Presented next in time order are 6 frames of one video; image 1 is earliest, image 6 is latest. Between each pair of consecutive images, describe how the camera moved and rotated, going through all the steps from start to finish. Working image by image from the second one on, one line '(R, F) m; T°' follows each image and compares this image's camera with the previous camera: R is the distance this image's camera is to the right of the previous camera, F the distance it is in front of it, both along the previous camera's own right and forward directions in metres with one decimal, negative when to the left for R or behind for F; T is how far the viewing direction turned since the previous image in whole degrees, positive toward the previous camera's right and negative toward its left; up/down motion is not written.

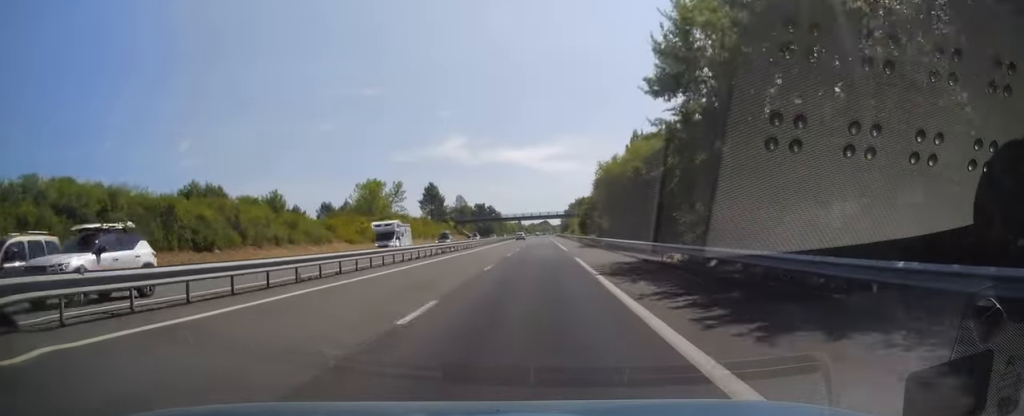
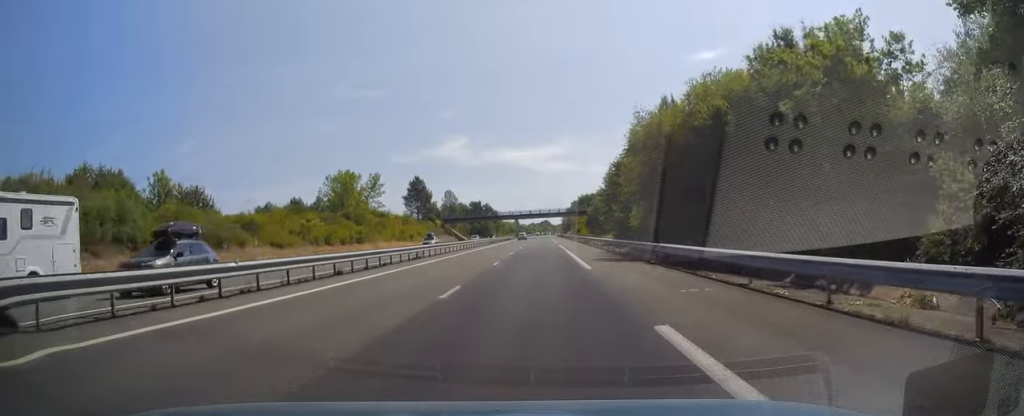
(-0.1, +22.6) m; 0°
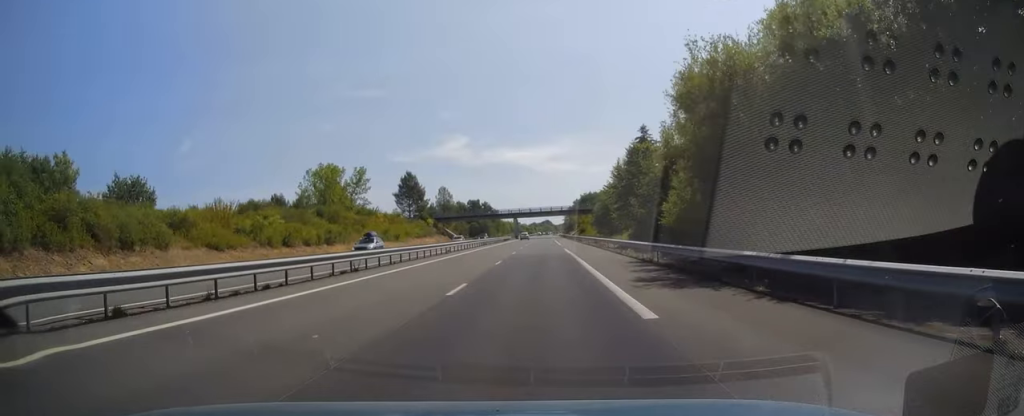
(0.0, +12.3) m; 0°
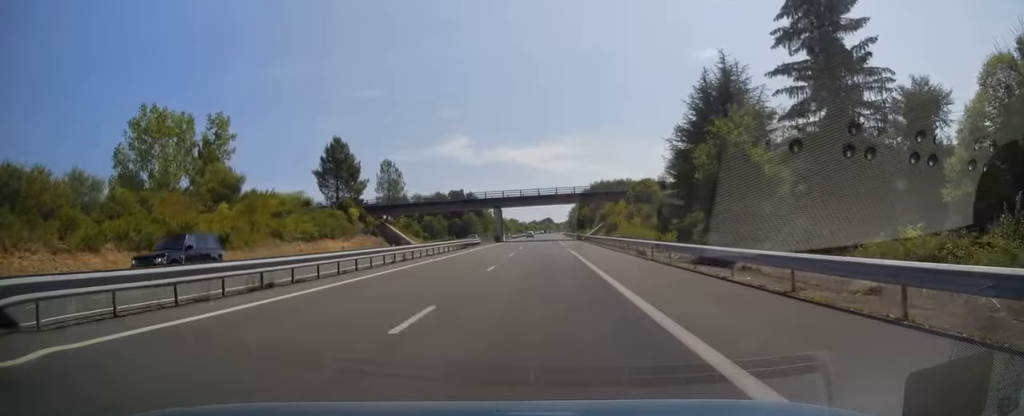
(0.0, +57.9) m; 0°
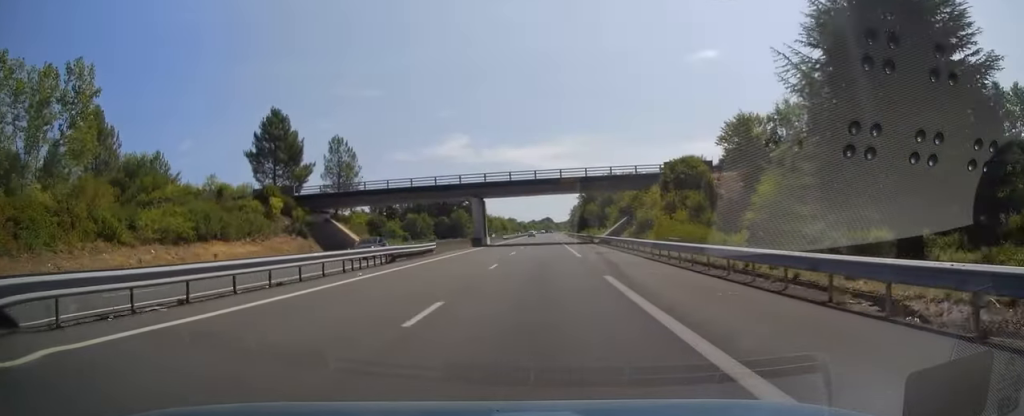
(-0.1, +25.5) m; 0°
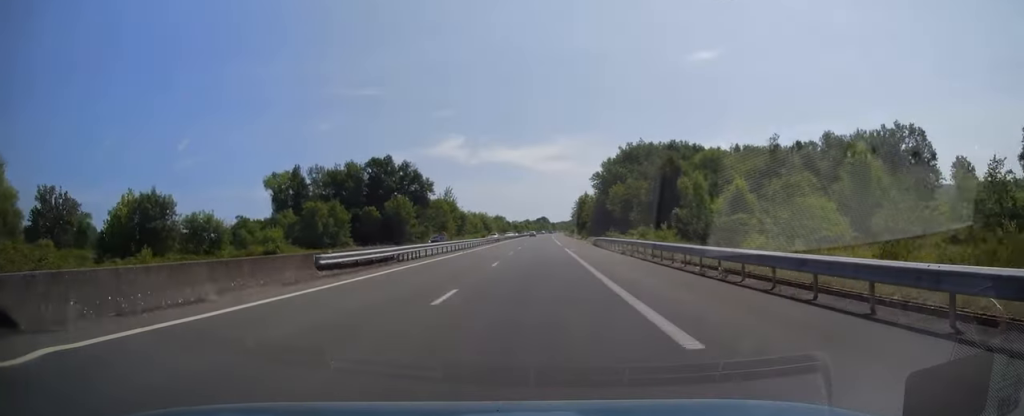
(+1.0, +75.4) m; +1°
